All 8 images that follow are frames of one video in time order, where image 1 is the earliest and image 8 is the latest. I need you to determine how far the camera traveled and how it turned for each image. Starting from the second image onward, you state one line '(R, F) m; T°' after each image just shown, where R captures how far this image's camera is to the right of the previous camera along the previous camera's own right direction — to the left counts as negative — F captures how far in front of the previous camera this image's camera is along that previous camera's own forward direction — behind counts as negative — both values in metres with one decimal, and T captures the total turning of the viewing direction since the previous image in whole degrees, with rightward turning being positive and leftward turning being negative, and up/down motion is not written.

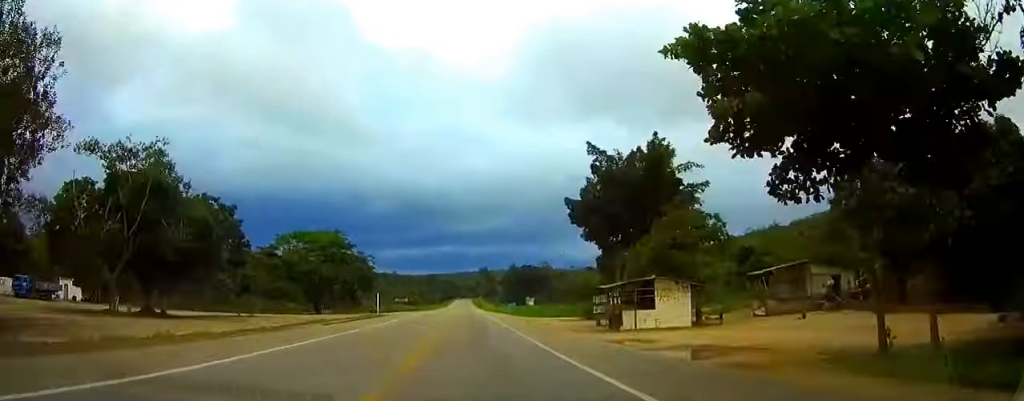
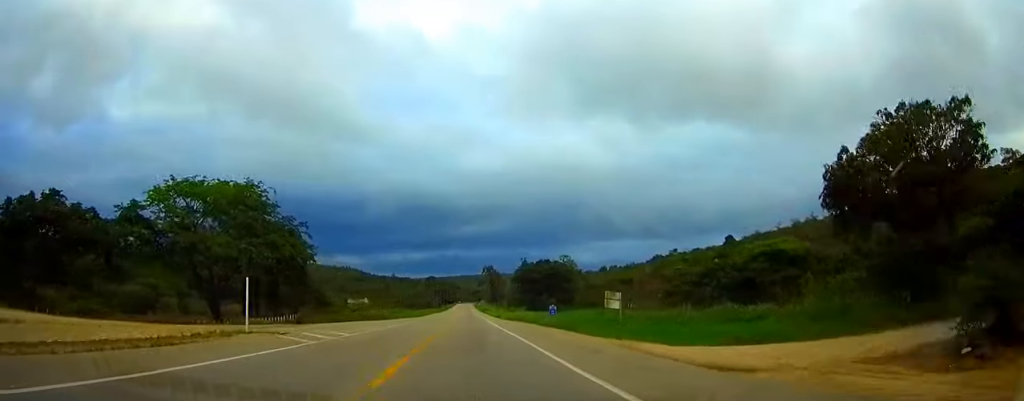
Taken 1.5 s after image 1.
(+0.1, +45.1) m; 0°
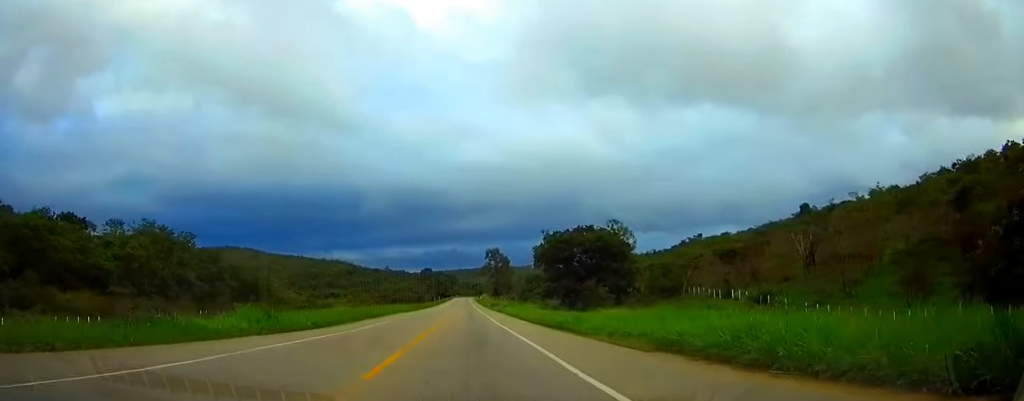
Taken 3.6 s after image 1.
(-0.2, +67.1) m; 0°
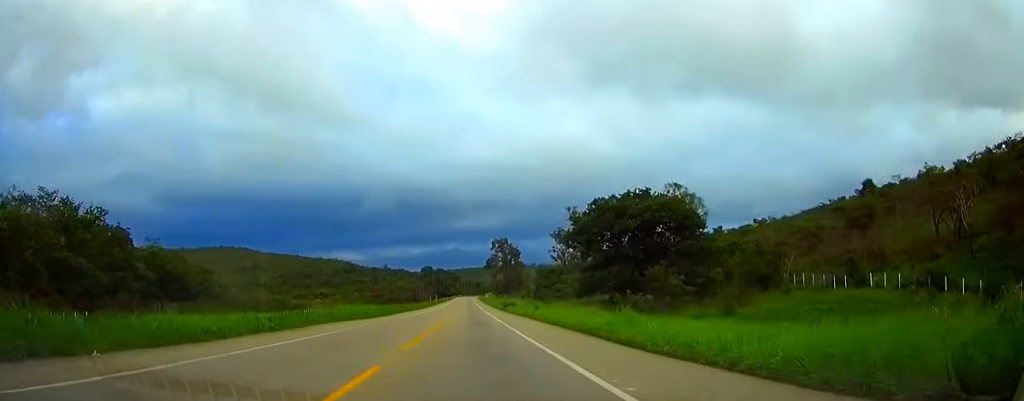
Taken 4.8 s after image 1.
(0.0, +37.2) m; 0°
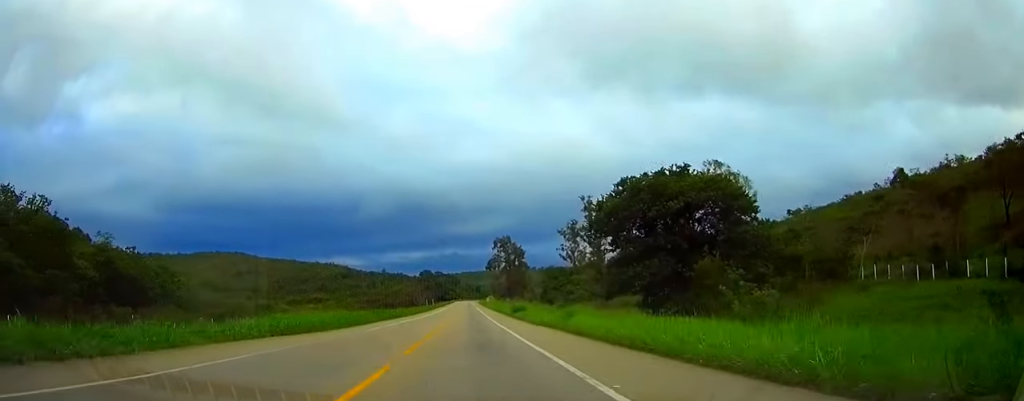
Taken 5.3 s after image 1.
(0.0, +16.0) m; 0°
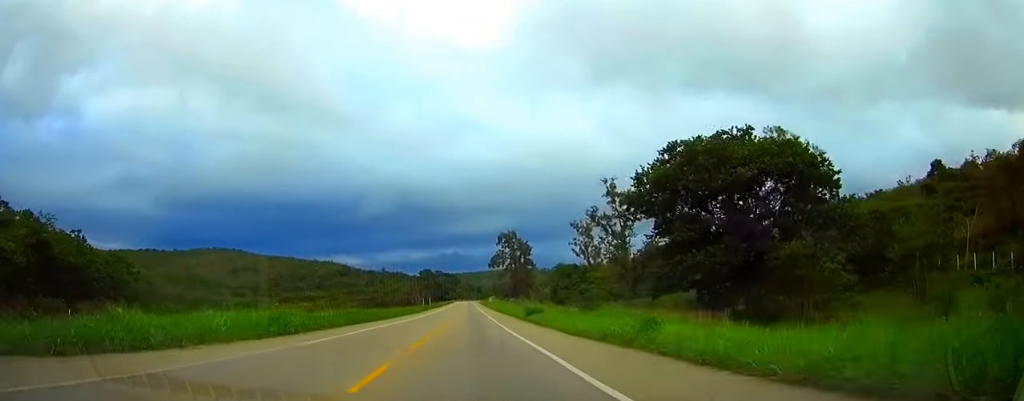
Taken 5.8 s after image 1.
(0.0, +16.1) m; 0°
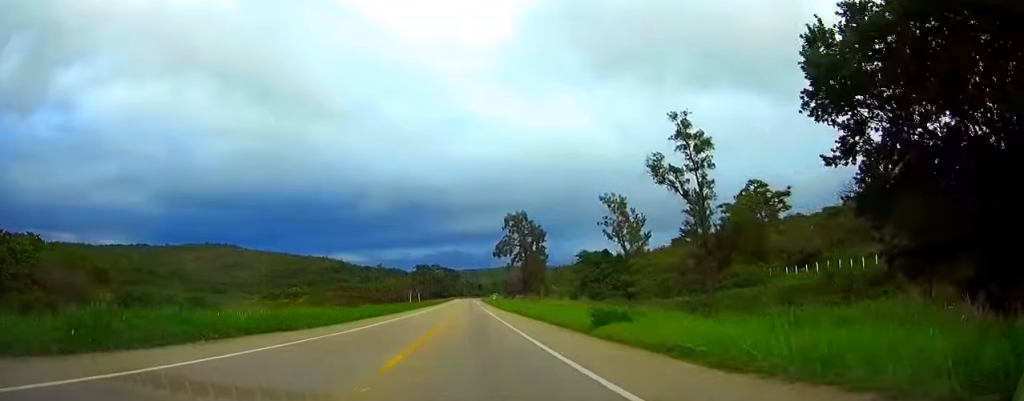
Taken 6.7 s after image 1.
(+0.1, +31.2) m; 0°
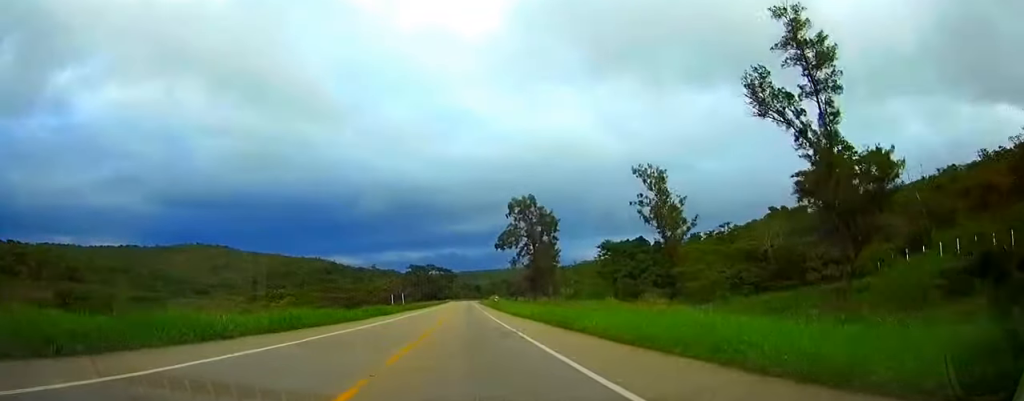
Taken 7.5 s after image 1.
(0.0, +23.6) m; 0°
